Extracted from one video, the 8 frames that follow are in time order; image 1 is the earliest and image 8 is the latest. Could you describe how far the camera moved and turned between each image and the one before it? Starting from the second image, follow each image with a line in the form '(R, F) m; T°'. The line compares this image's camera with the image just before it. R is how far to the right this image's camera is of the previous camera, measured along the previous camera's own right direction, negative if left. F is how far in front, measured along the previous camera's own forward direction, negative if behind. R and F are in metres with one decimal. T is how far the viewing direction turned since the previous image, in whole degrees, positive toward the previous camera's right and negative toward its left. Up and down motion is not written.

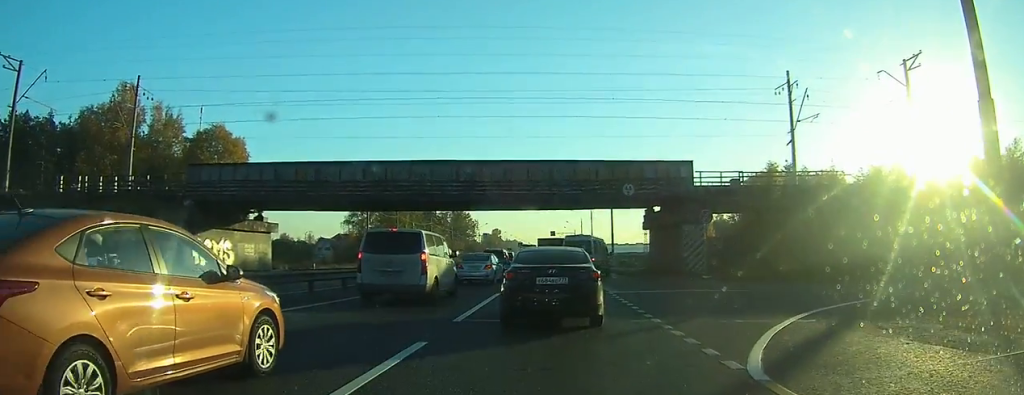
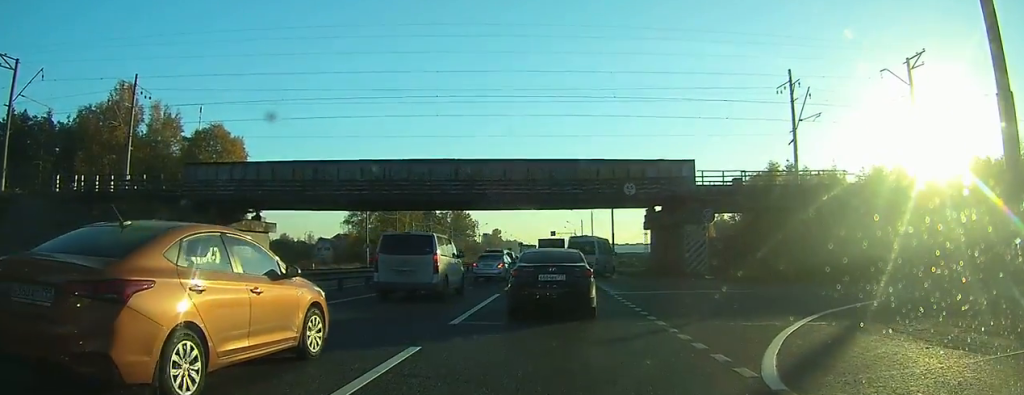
(0.0, +1.1) m; 0°
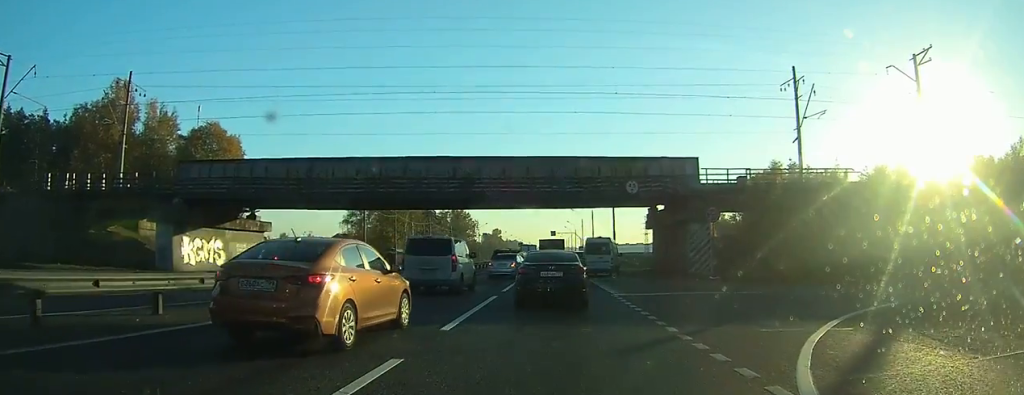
(0.0, +1.3) m; -2°
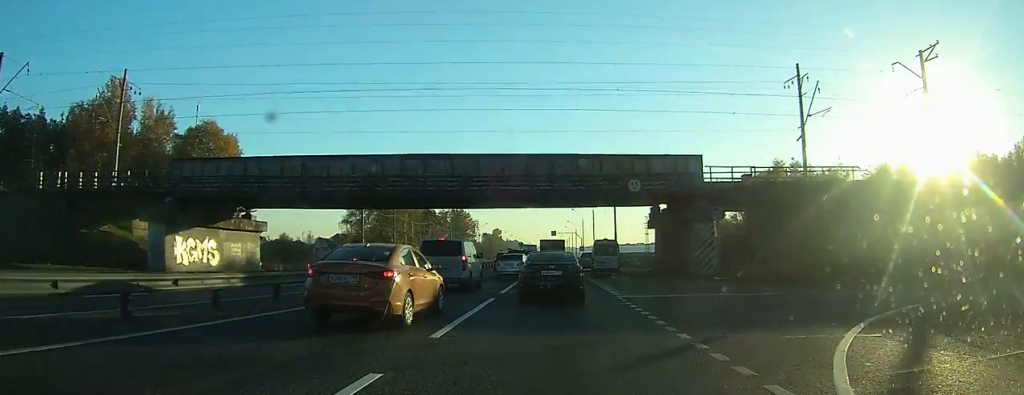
(0.0, +0.7) m; -3°
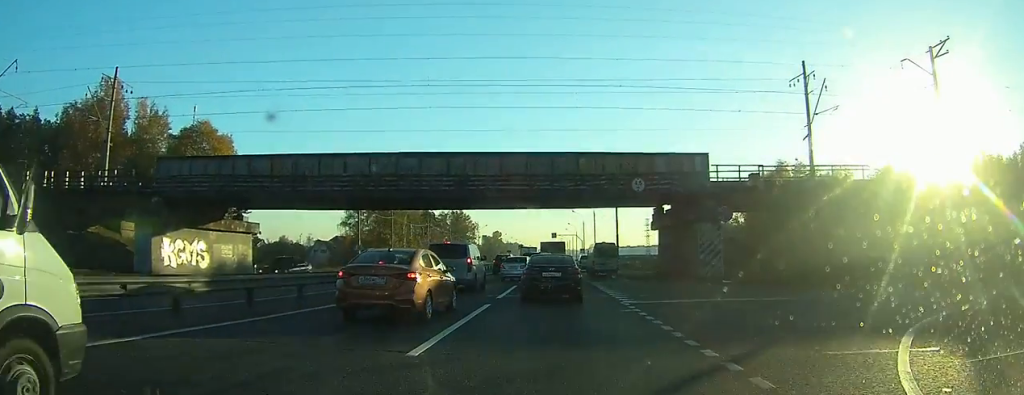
(0.0, +0.9) m; -2°
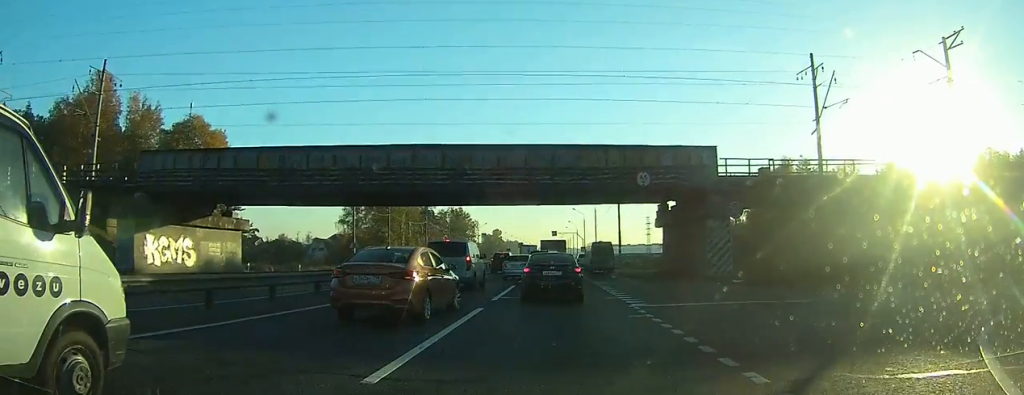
(0.0, +0.6) m; -1°
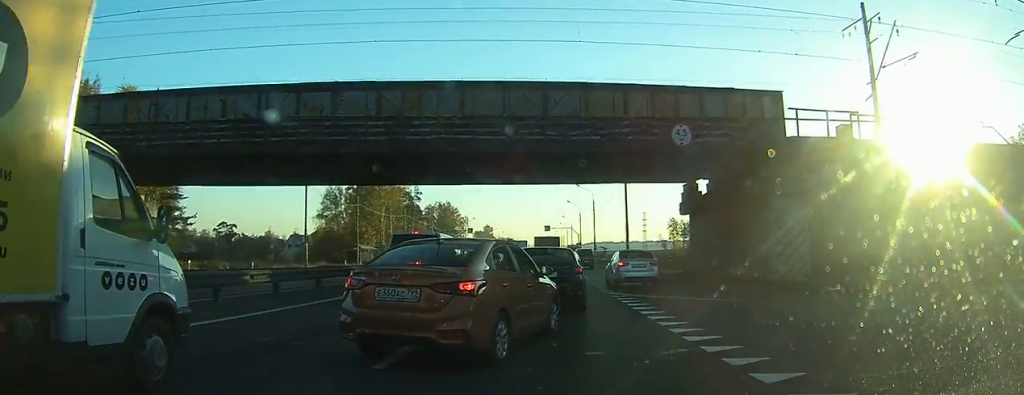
(0.0, +6.8) m; -1°
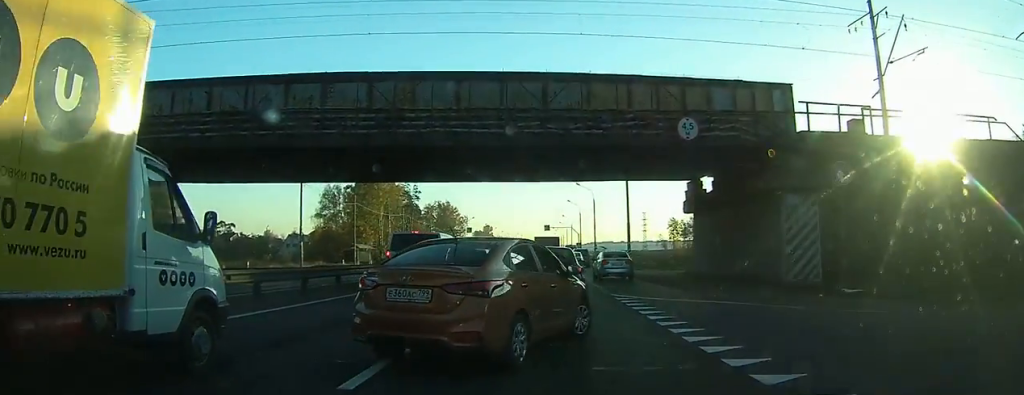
(0.0, +1.4) m; 0°
